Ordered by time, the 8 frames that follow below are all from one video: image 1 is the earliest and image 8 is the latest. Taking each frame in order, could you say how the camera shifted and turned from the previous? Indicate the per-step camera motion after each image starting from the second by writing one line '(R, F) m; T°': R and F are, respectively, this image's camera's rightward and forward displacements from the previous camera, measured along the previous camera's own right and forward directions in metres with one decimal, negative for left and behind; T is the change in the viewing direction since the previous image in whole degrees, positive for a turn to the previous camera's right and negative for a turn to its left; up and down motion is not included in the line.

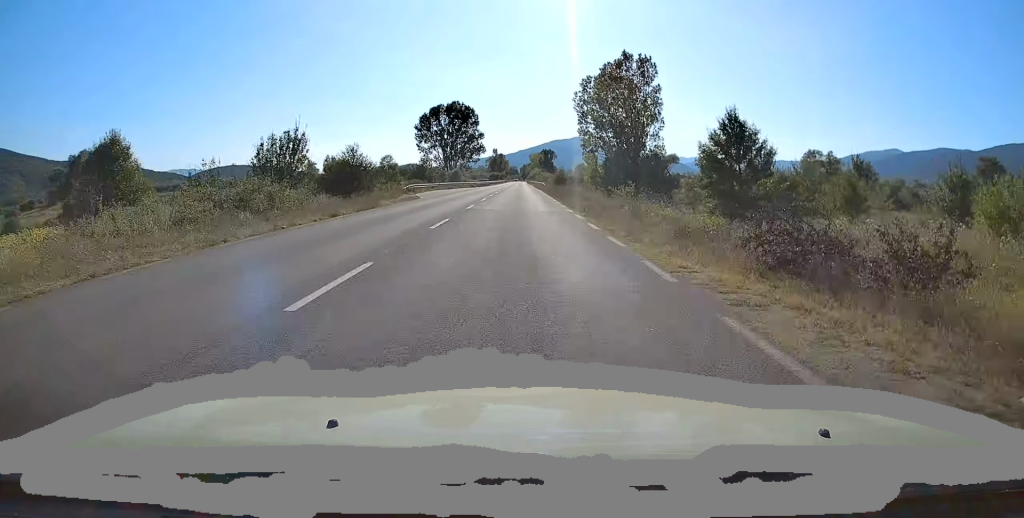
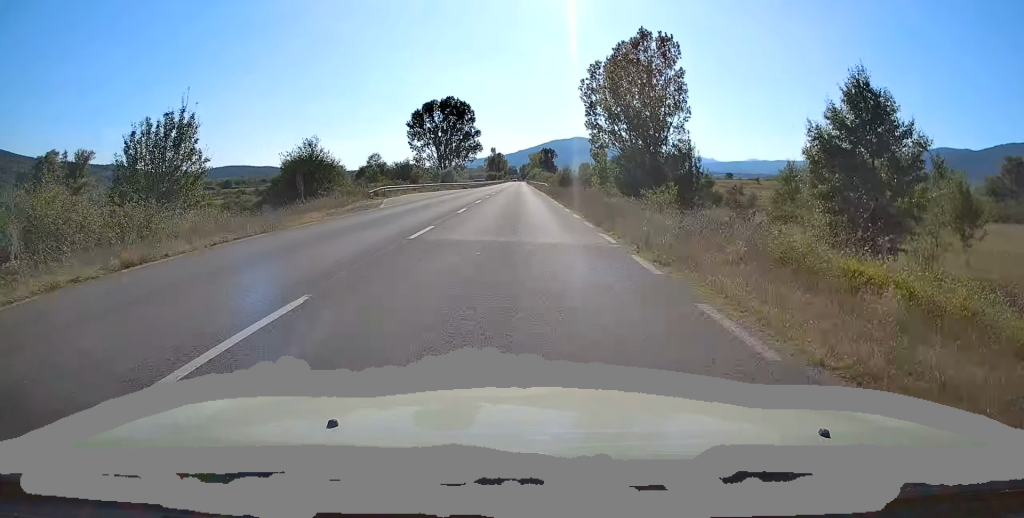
(-0.2, +11.6) m; 0°
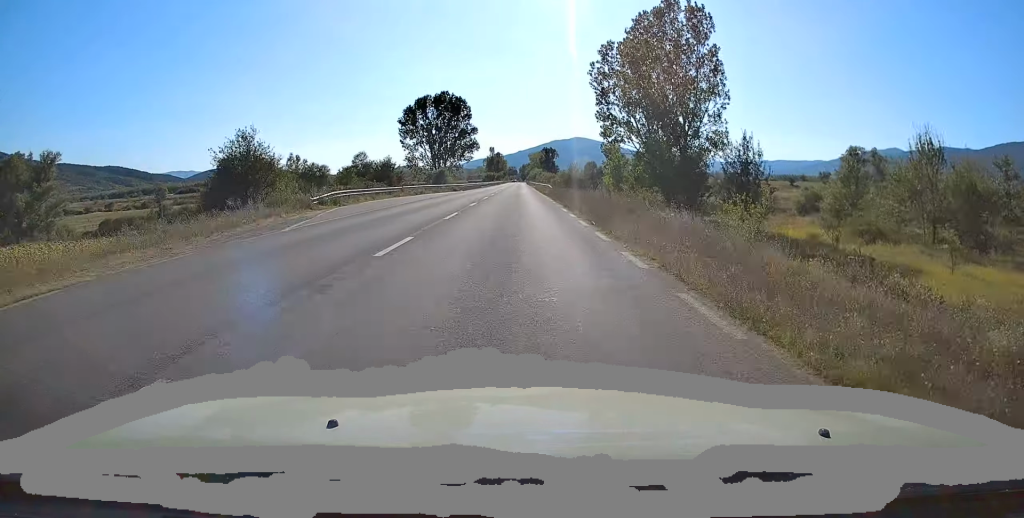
(-0.2, +11.6) m; 0°
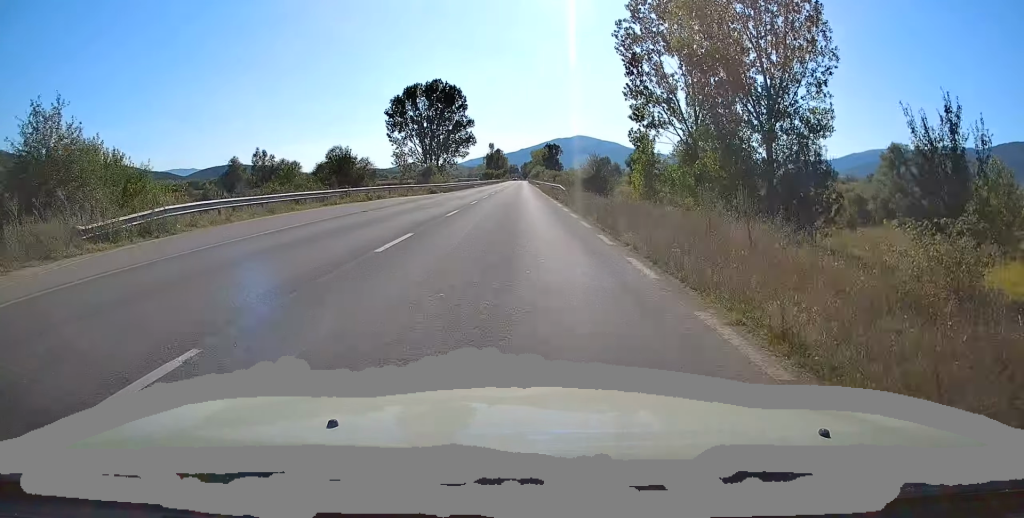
(+0.2, +17.4) m; +1°
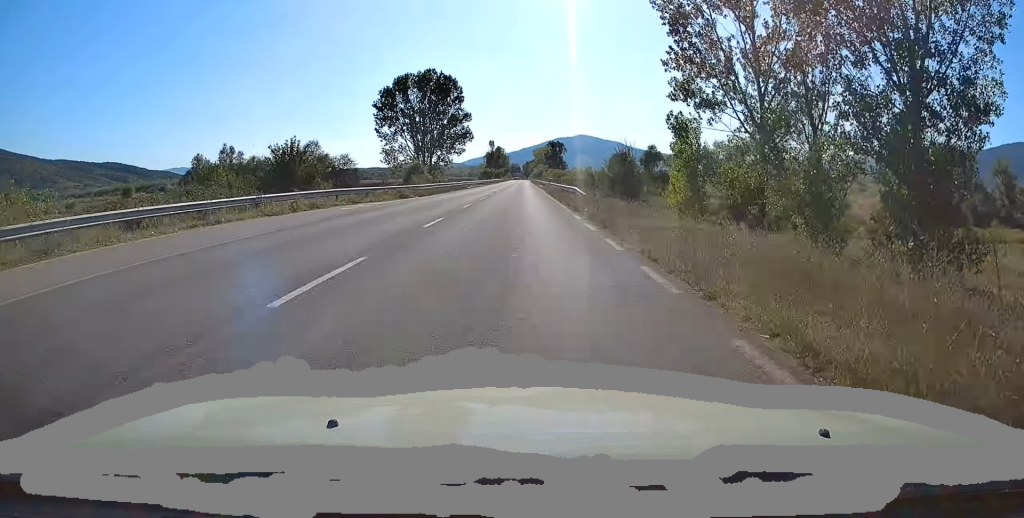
(+0.1, +13.2) m; 0°
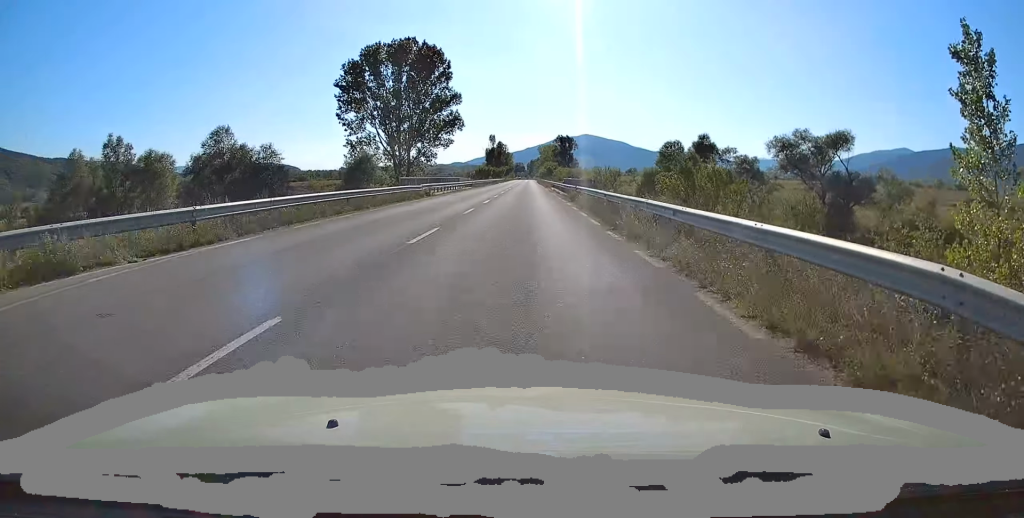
(-0.3, +30.4) m; -1°
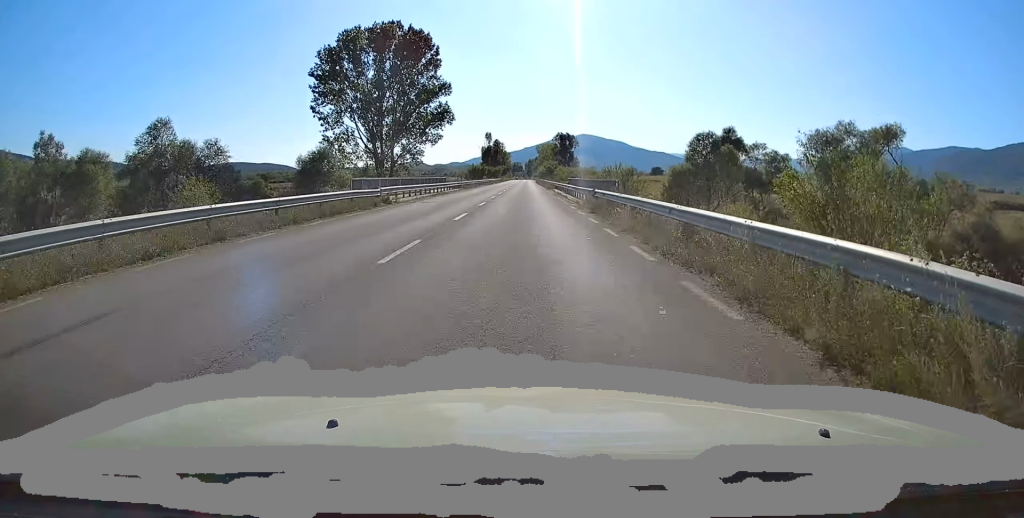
(-0.2, +11.4) m; 0°
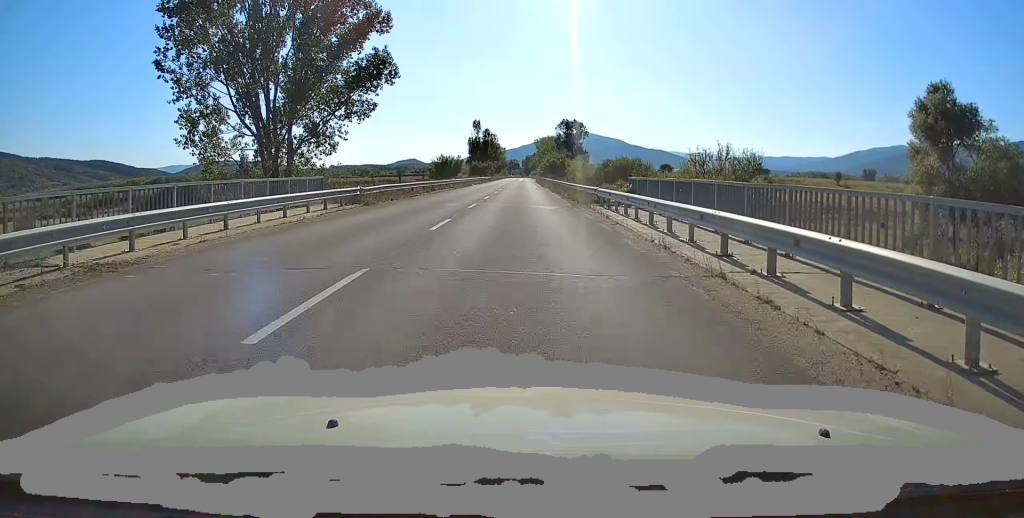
(+0.6, +39.8) m; +1°
